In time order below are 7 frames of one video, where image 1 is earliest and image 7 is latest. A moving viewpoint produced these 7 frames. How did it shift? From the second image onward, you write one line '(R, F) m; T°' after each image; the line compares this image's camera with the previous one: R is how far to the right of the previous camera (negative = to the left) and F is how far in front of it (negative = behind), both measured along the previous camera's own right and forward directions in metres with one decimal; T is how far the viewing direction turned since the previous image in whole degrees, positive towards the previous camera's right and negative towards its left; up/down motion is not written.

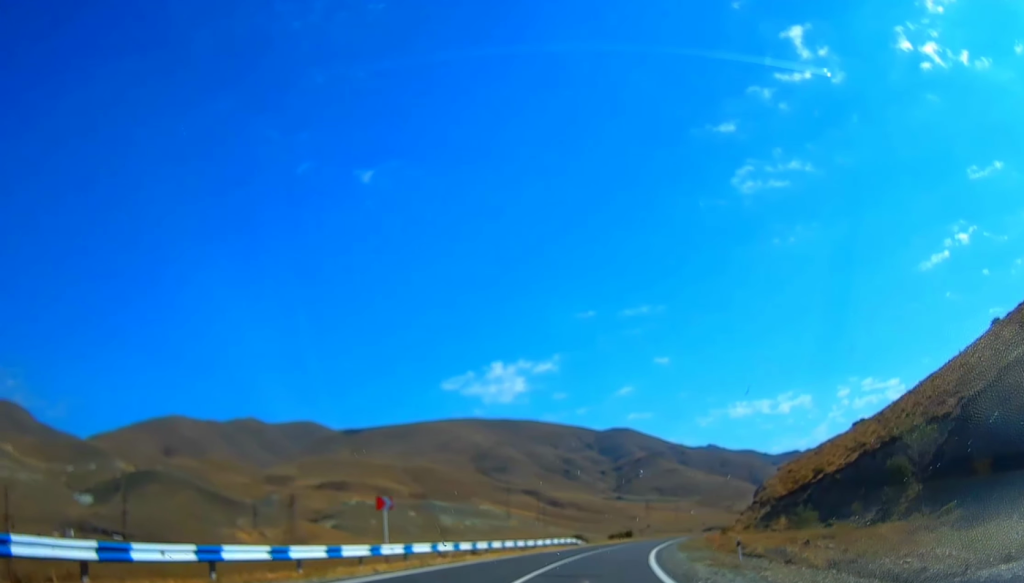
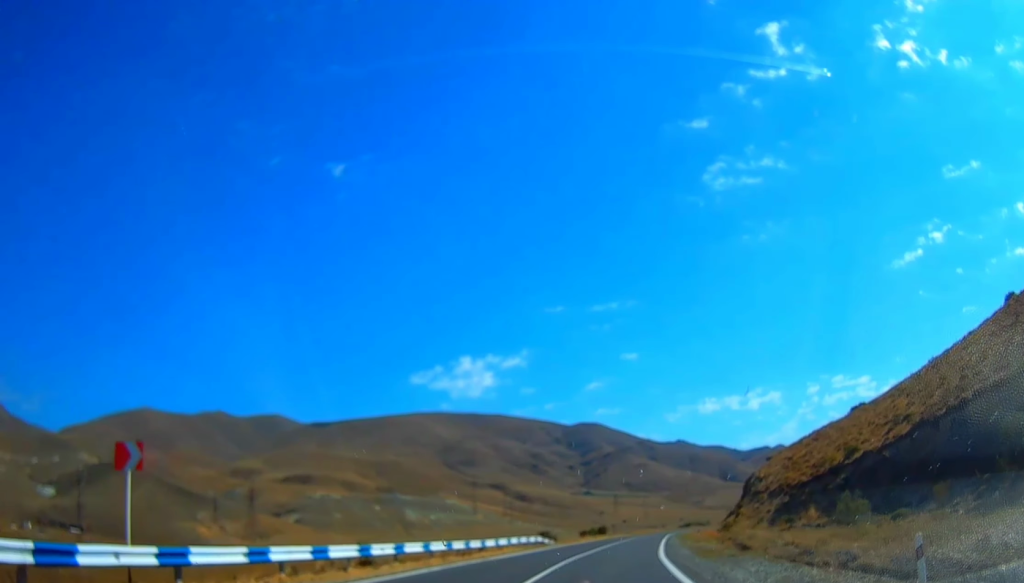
(+0.5, +13.8) m; +2°
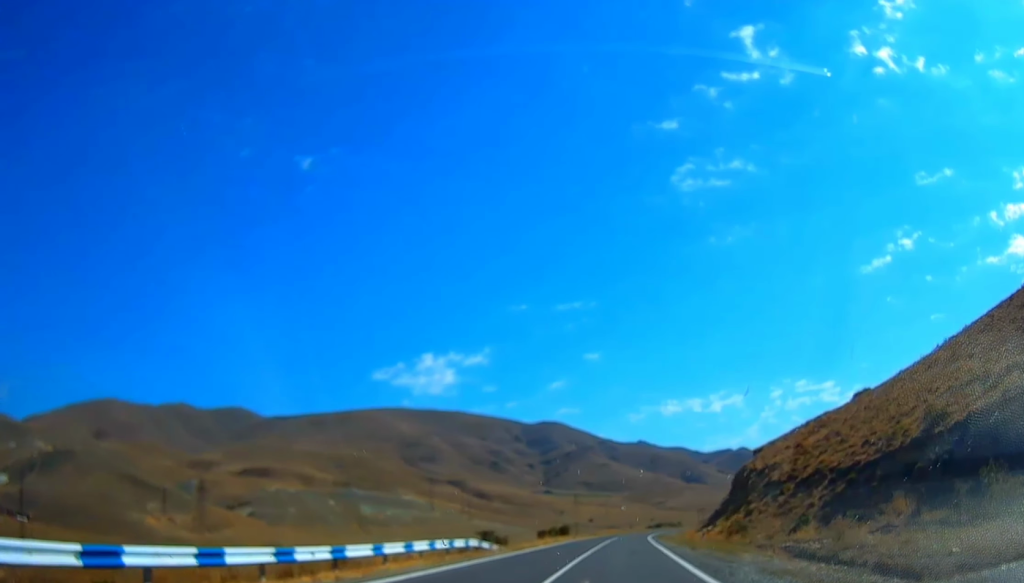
(+0.4, +16.7) m; +3°
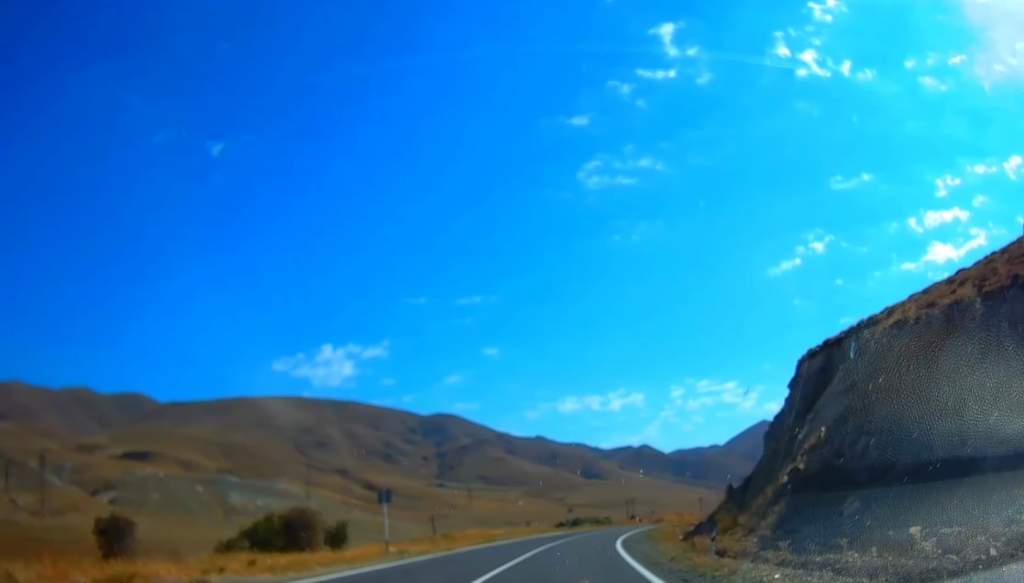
(+5.9, +65.9) m; +9°
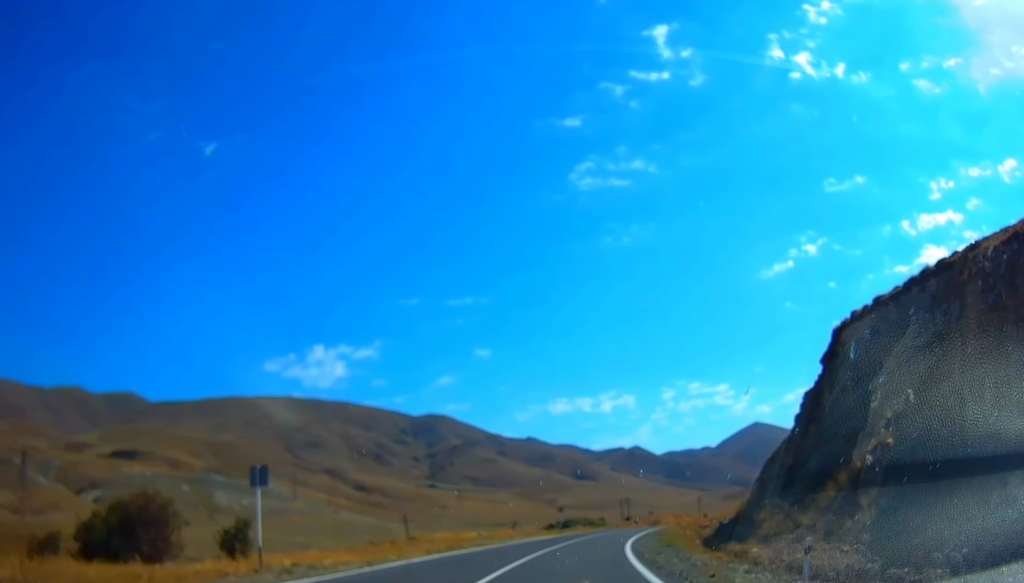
(+0.1, +10.7) m; +1°
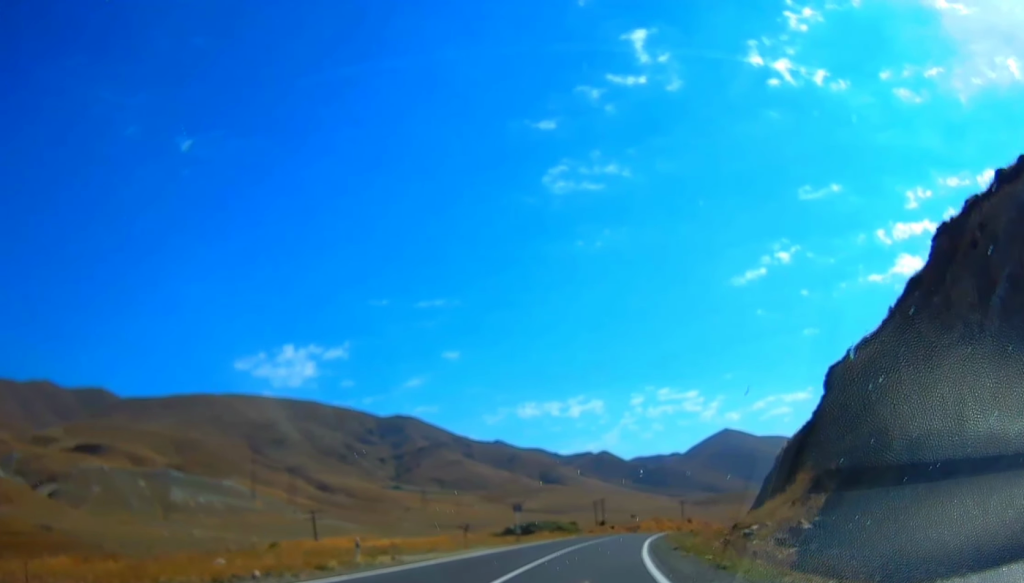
(+0.4, +20.1) m; +3°
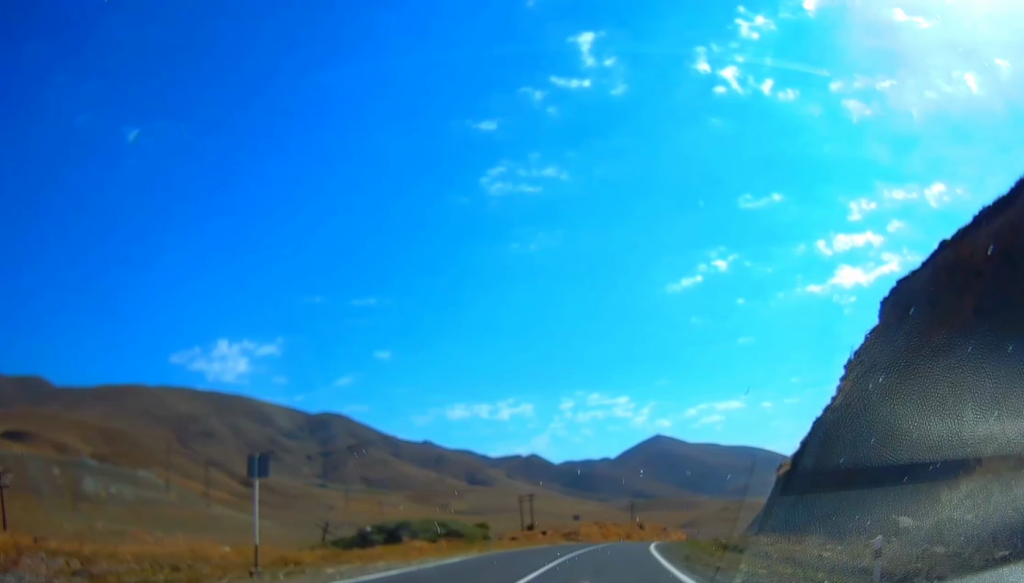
(+1.8, +31.5) m; +5°
